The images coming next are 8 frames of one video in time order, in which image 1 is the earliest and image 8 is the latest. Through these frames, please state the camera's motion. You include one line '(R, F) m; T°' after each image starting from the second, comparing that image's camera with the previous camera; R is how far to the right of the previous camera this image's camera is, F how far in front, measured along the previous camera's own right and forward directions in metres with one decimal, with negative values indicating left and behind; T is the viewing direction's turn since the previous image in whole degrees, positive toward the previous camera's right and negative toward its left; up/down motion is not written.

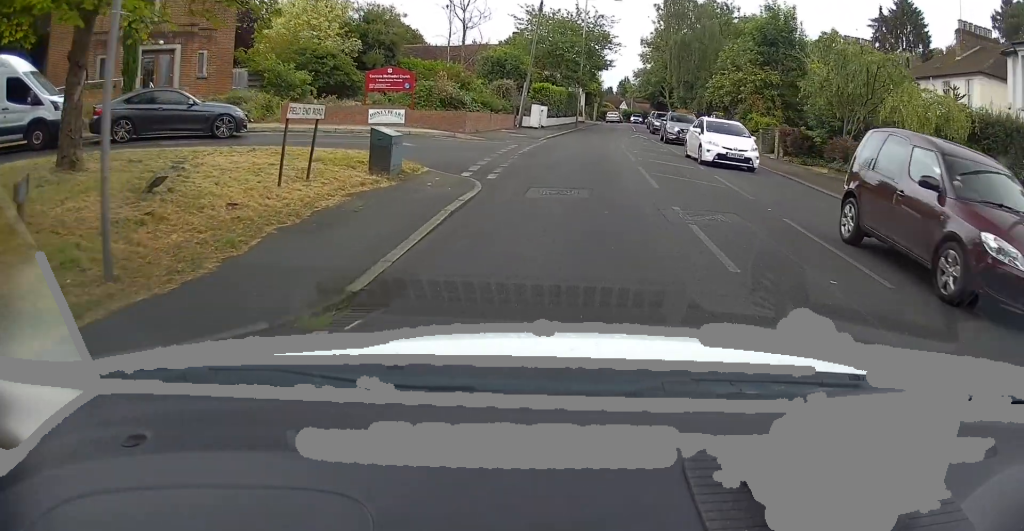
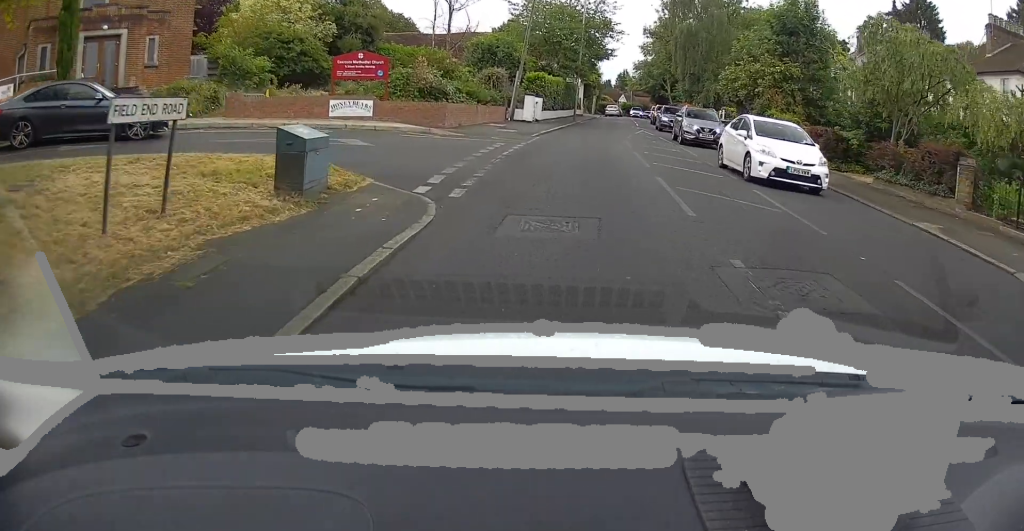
(+0.2, +3.7) m; +1°
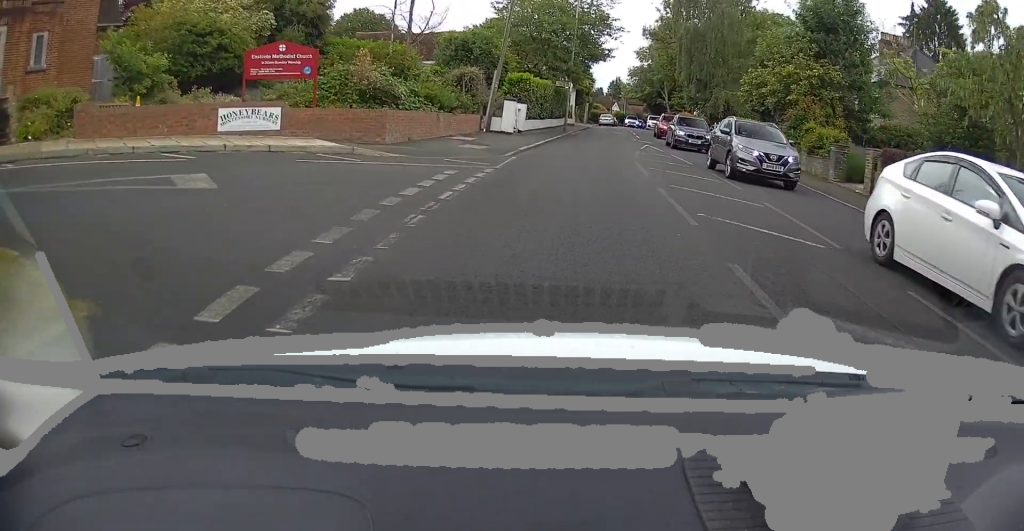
(+0.2, +6.4) m; +2°
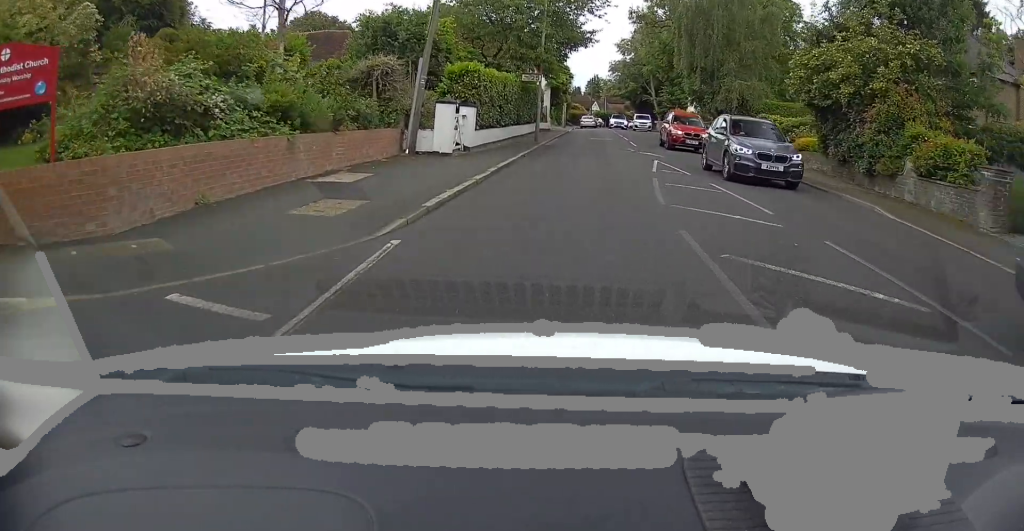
(0.0, +9.8) m; 0°
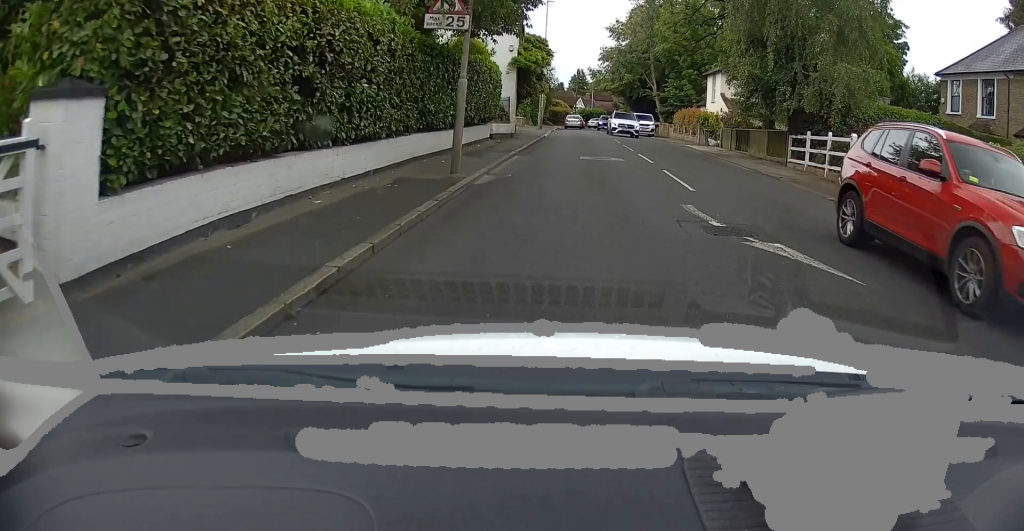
(+0.4, +16.7) m; +2°
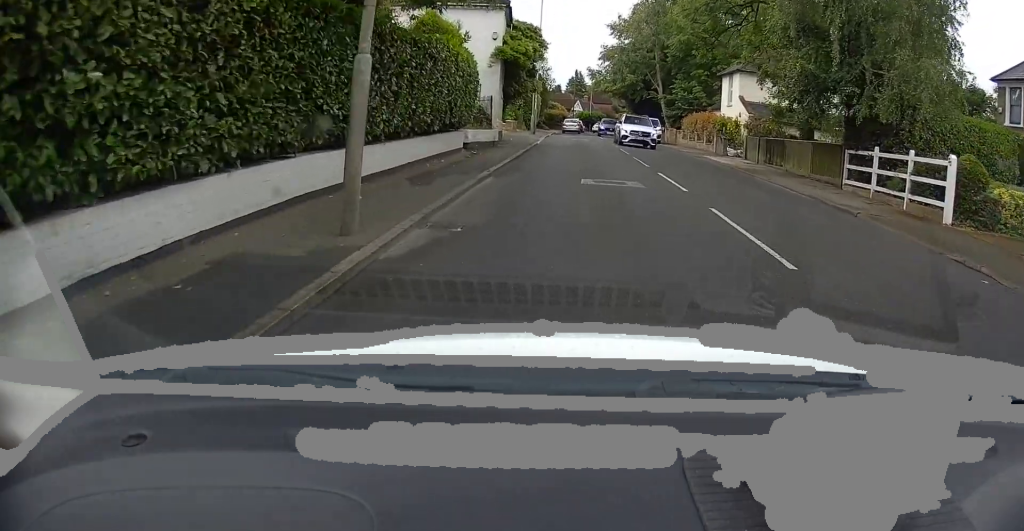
(0.0, +5.8) m; -1°
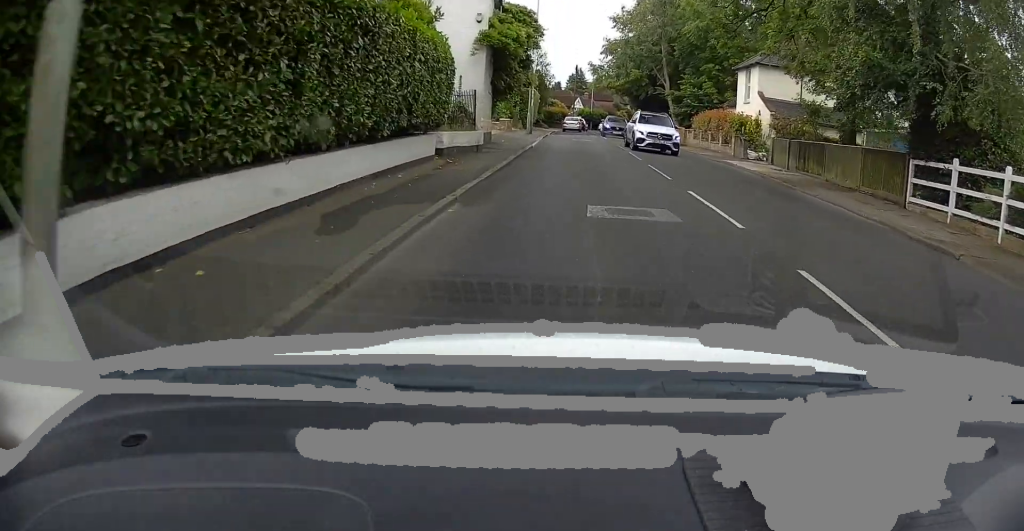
(0.0, +4.0) m; -1°
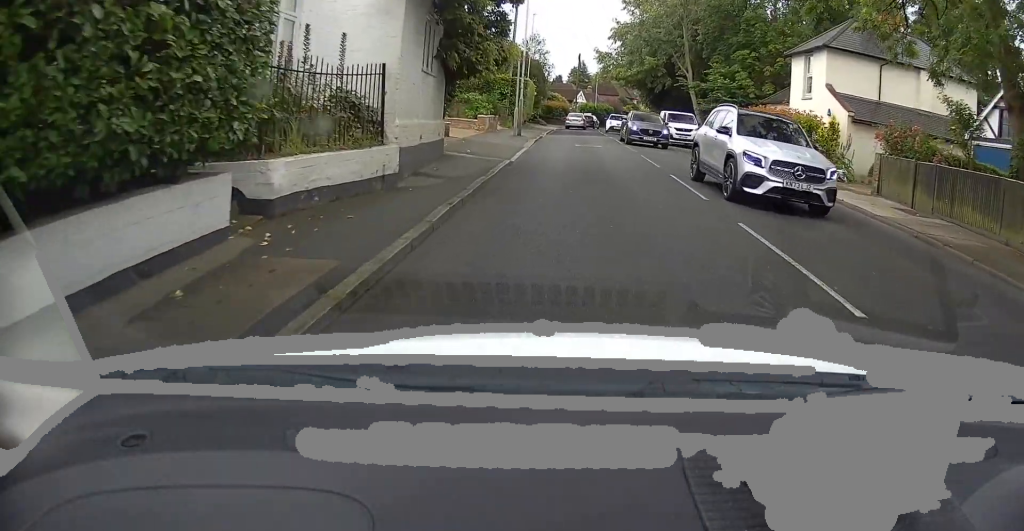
(-0.3, +10.0) m; -1°
